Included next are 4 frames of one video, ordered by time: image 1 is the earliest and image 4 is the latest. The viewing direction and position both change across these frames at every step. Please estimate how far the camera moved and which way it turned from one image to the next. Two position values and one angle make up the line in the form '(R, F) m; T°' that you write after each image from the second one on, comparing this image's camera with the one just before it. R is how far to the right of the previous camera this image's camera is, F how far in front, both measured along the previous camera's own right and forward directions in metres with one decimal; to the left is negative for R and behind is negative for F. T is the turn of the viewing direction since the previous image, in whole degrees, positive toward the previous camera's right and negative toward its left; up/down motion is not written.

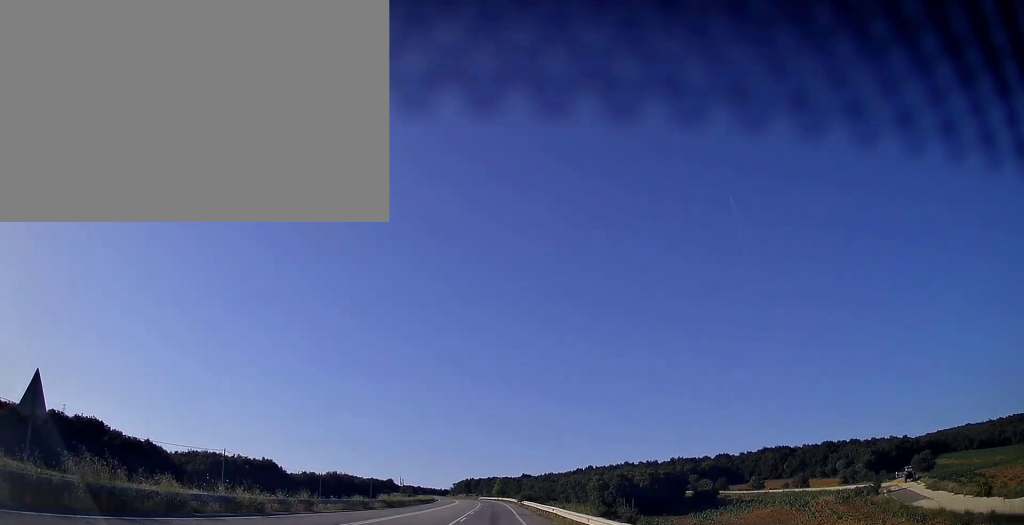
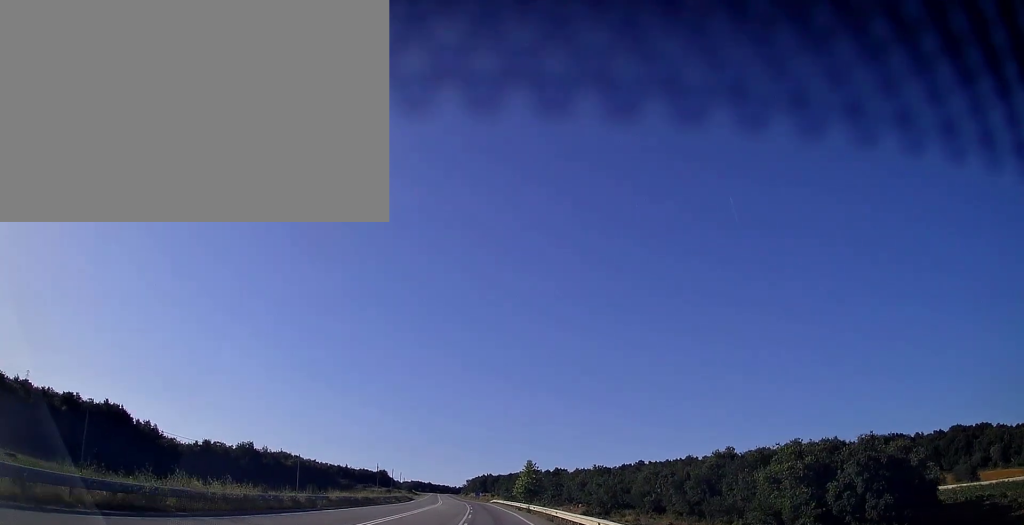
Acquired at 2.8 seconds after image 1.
(-0.4, +73.0) m; -2°
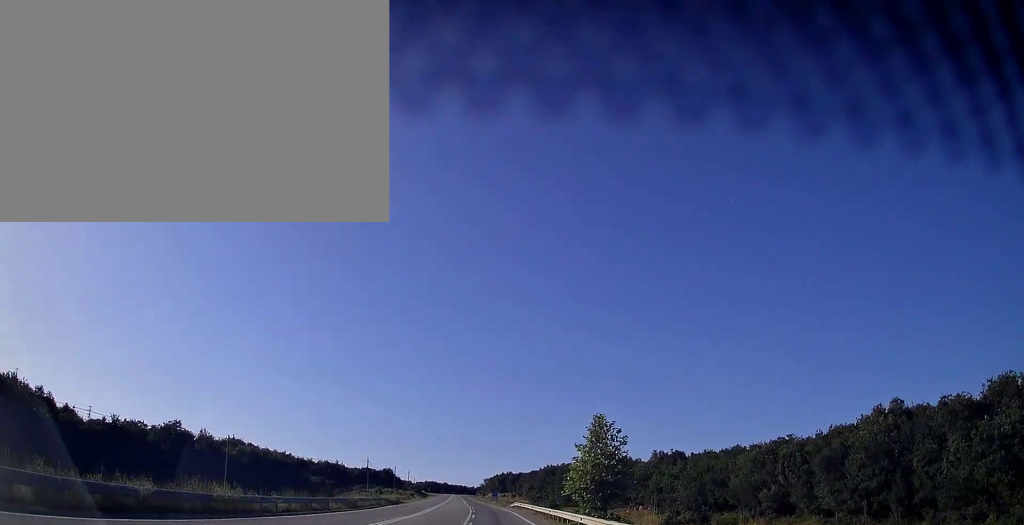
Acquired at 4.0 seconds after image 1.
(-0.4, +31.3) m; -2°
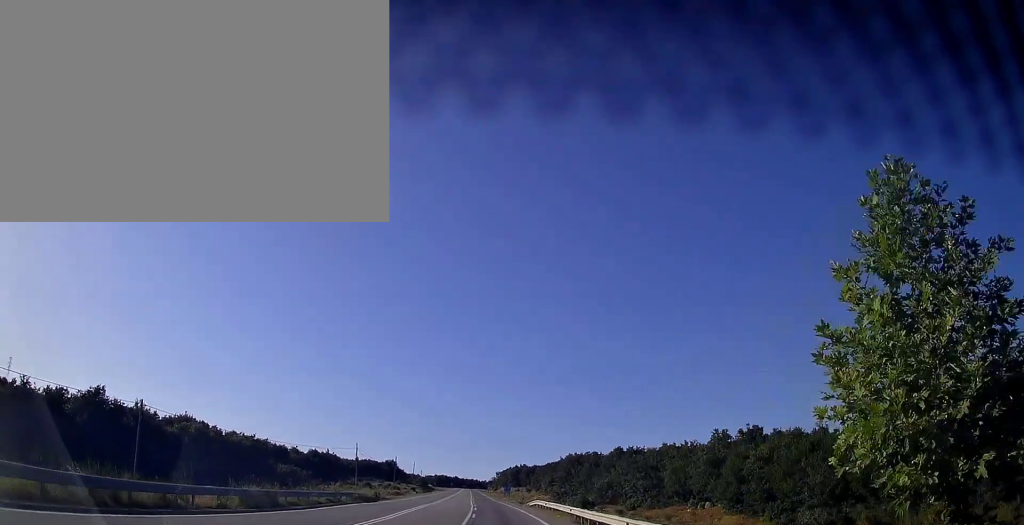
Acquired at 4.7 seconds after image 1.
(-0.3, +19.1) m; -1°
